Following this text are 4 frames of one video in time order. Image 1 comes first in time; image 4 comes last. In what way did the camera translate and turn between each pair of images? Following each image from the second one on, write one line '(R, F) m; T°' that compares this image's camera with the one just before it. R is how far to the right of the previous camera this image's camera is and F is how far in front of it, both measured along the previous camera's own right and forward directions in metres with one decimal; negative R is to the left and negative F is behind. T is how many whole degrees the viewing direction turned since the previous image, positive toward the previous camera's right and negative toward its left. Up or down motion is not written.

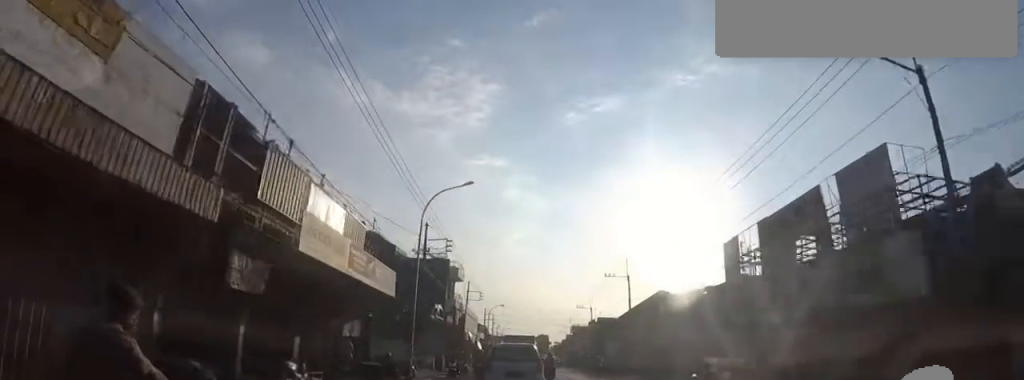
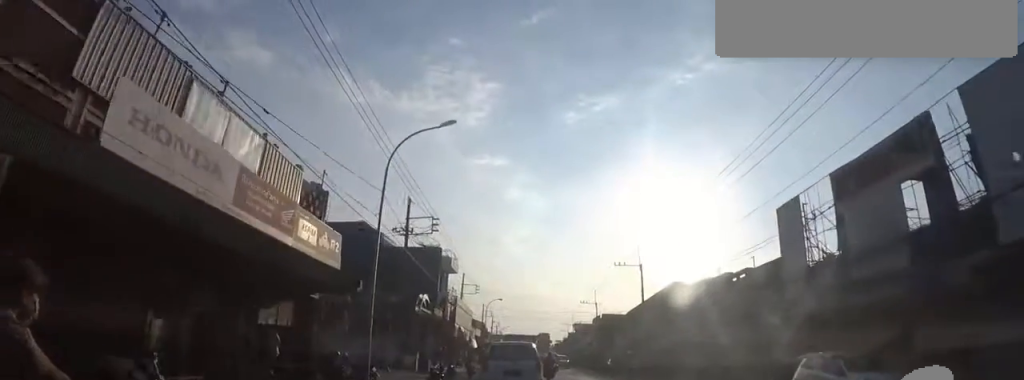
(+0.9, +5.8) m; 0°
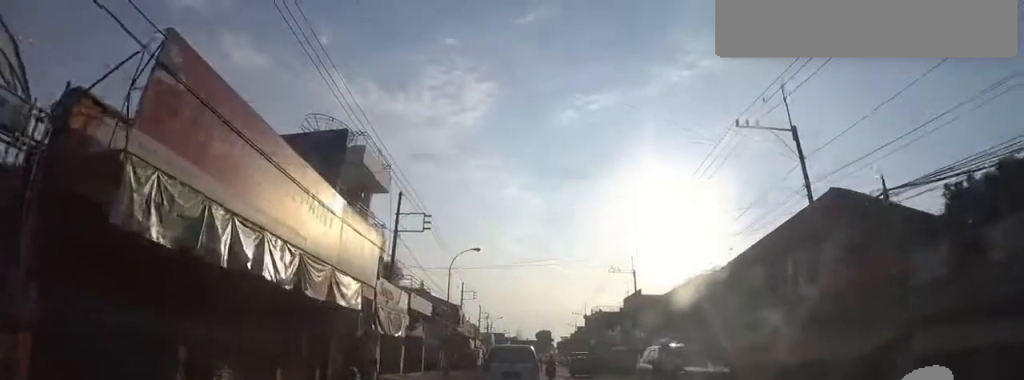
(+1.5, +30.2) m; +5°
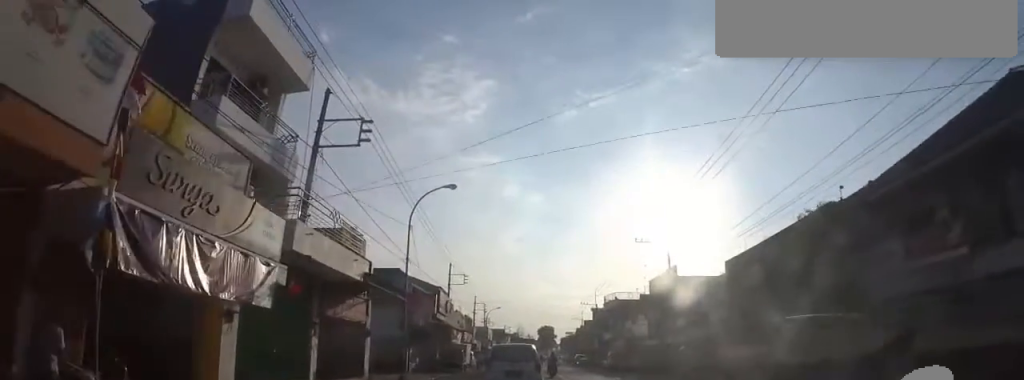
(-1.1, +12.7) m; -4°
